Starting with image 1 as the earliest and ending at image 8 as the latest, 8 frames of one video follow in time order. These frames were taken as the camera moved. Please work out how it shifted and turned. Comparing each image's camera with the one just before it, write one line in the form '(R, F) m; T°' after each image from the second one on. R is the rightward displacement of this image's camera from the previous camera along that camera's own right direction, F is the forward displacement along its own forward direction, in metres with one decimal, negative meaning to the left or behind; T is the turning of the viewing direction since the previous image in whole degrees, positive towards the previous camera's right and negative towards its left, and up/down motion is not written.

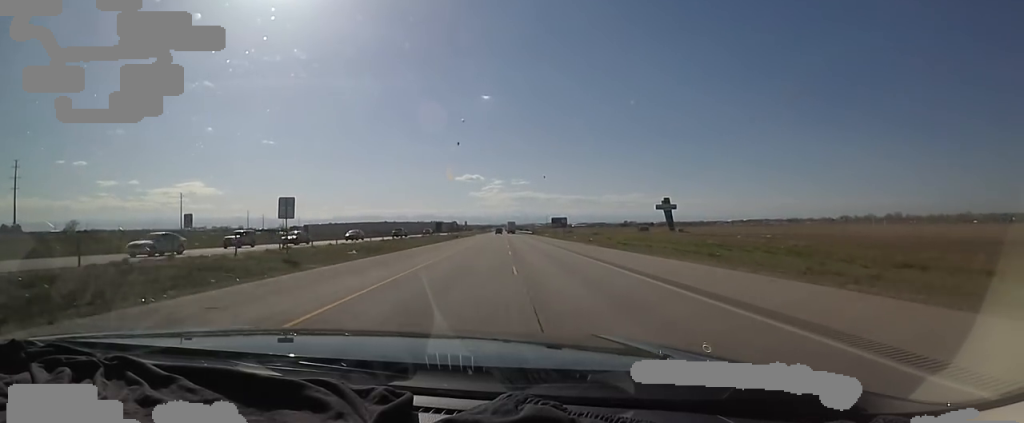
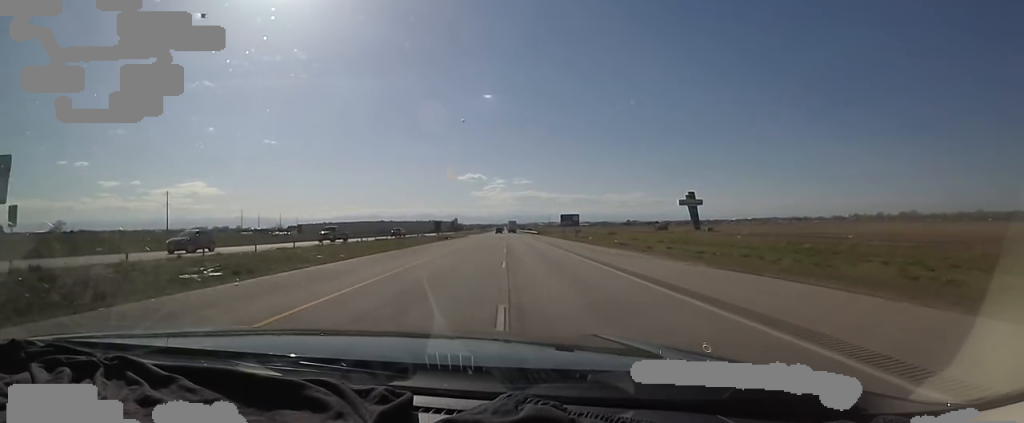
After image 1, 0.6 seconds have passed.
(0.0, +21.9) m; 0°
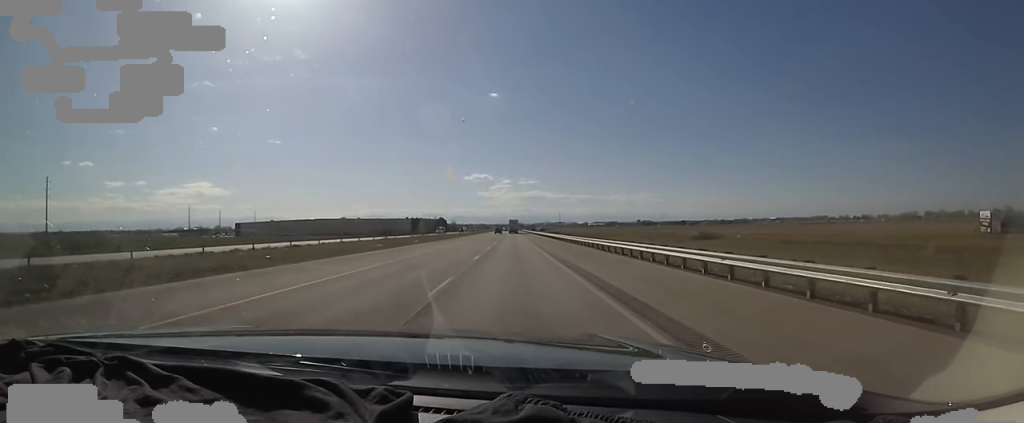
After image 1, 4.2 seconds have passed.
(-2.5, +127.6) m; -2°
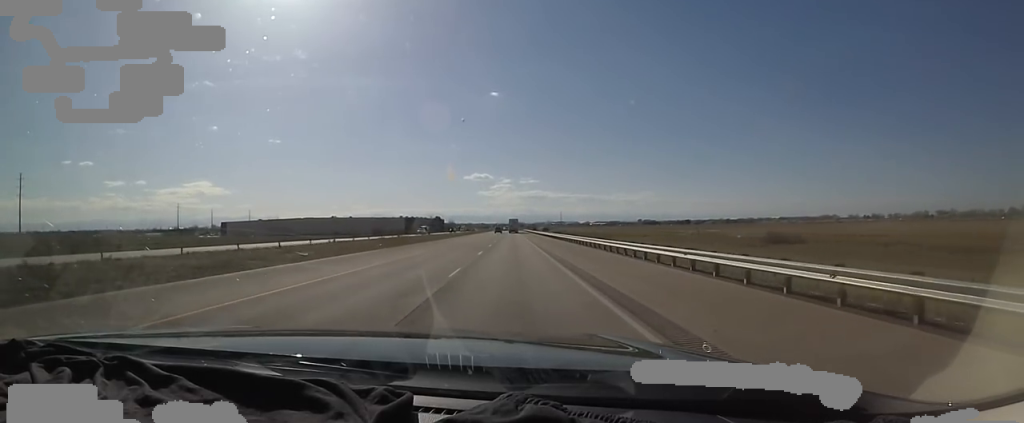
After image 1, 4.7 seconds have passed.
(+0.2, +20.1) m; +1°
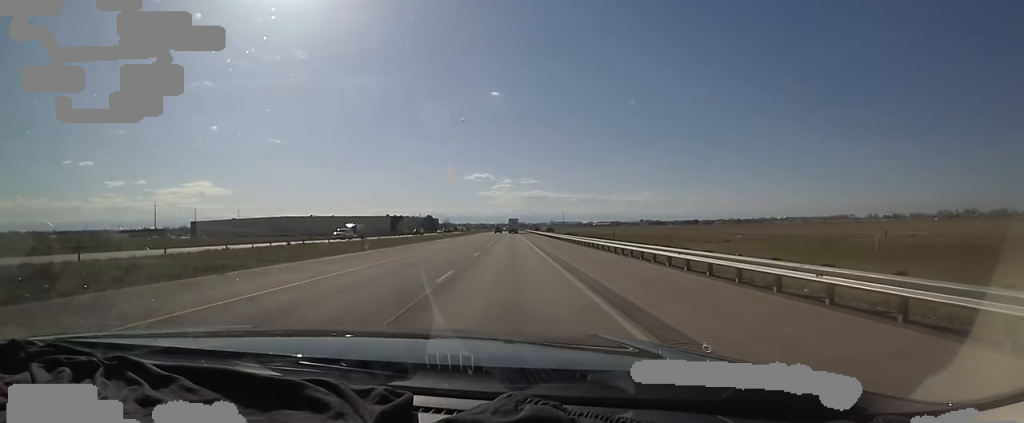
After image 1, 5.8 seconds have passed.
(+1.1, +37.9) m; +1°
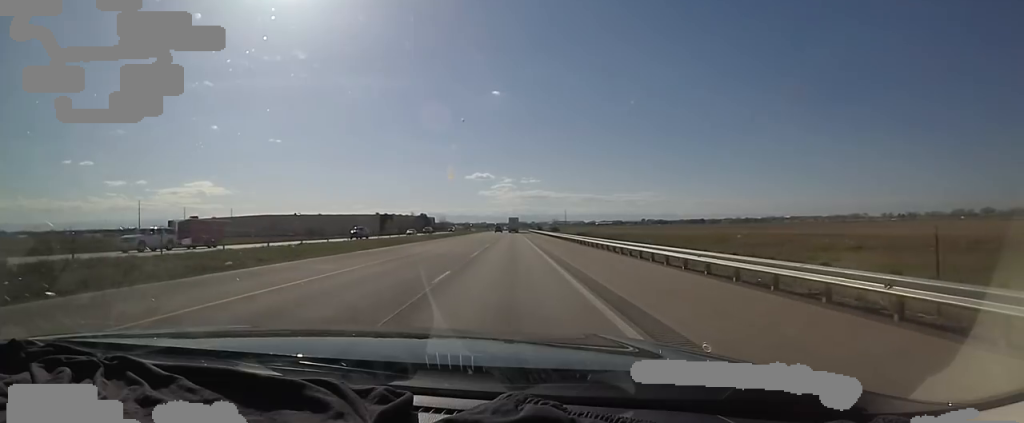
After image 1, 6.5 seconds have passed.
(-0.2, +25.0) m; -1°
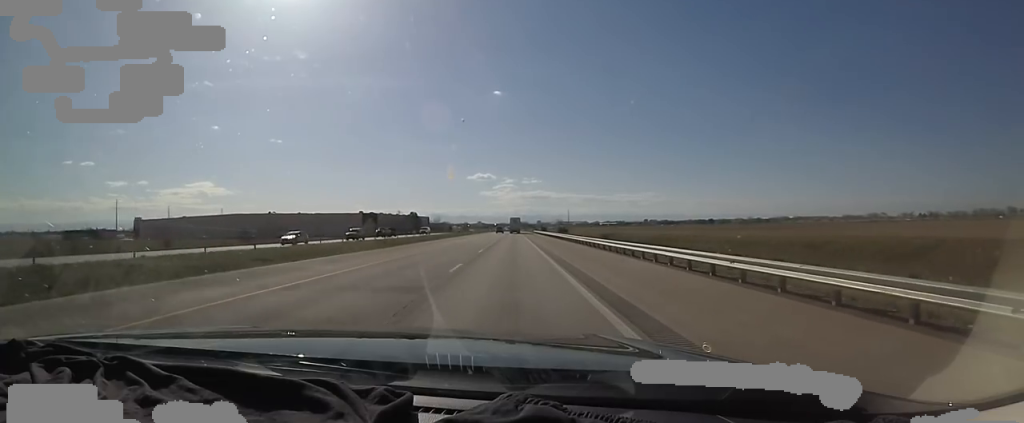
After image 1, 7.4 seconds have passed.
(0.0, +33.3) m; -1°
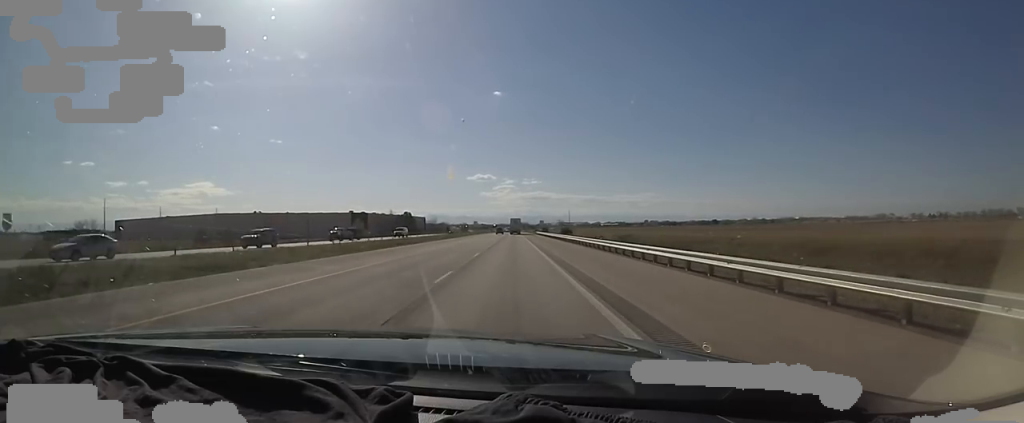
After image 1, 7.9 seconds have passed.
(-0.4, +15.2) m; 0°
